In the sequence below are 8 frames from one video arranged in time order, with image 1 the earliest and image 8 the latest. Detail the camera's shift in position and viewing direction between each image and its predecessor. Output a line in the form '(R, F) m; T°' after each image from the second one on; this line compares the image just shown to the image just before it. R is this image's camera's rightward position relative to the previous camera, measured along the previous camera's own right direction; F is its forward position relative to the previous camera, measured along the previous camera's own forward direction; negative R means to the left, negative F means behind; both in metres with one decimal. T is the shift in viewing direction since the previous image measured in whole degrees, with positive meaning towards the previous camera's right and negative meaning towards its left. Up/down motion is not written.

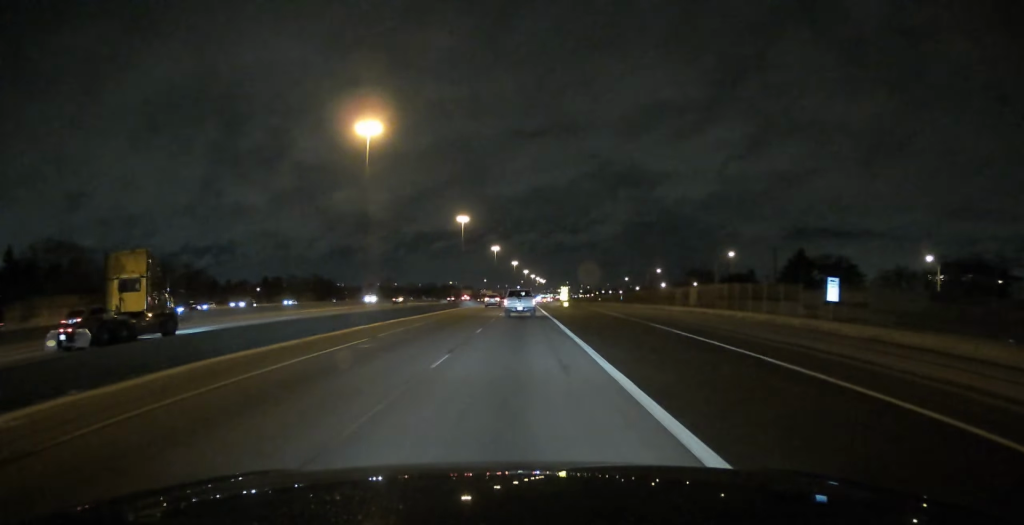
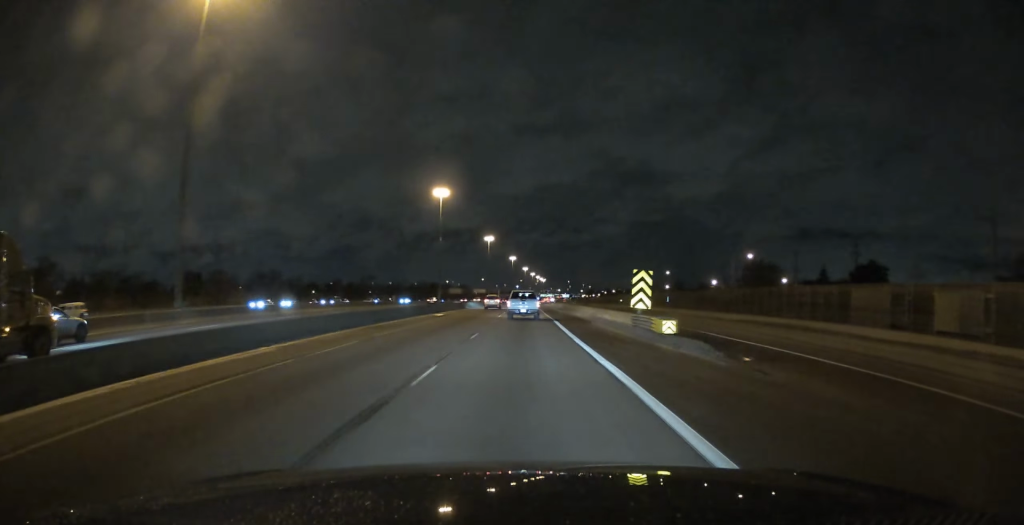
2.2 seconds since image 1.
(-0.1, +62.0) m; 0°
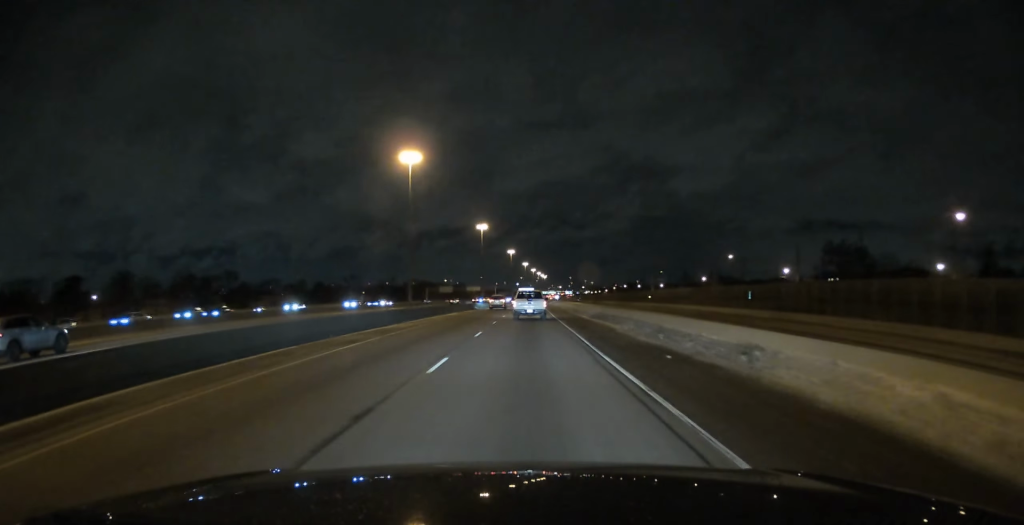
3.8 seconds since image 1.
(-0.2, +47.4) m; 0°
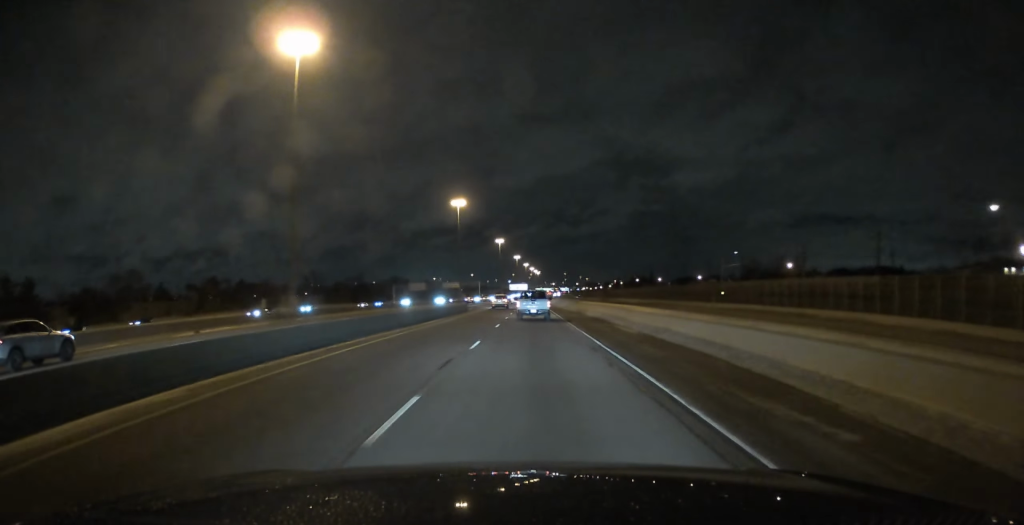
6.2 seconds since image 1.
(+0.6, +66.5) m; +1°
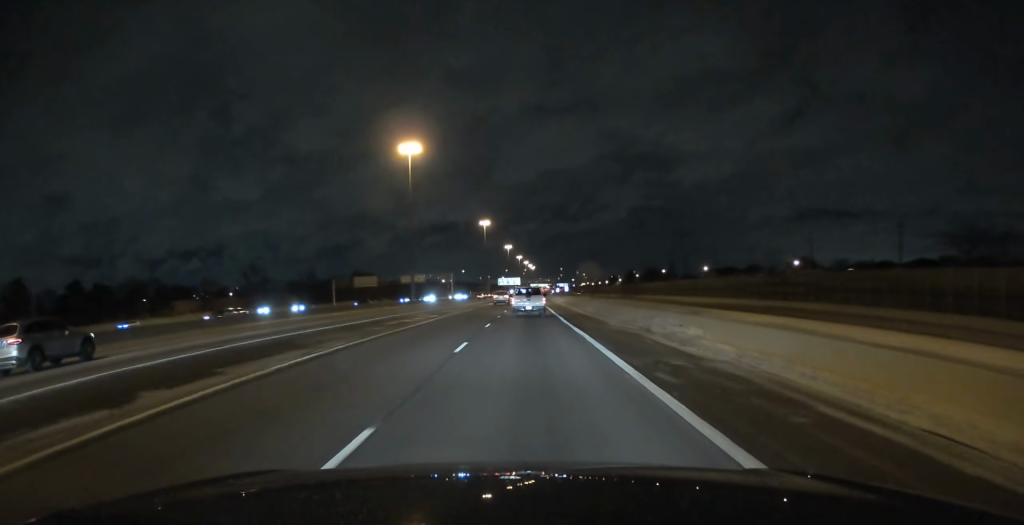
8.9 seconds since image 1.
(+0.5, +75.7) m; +1°
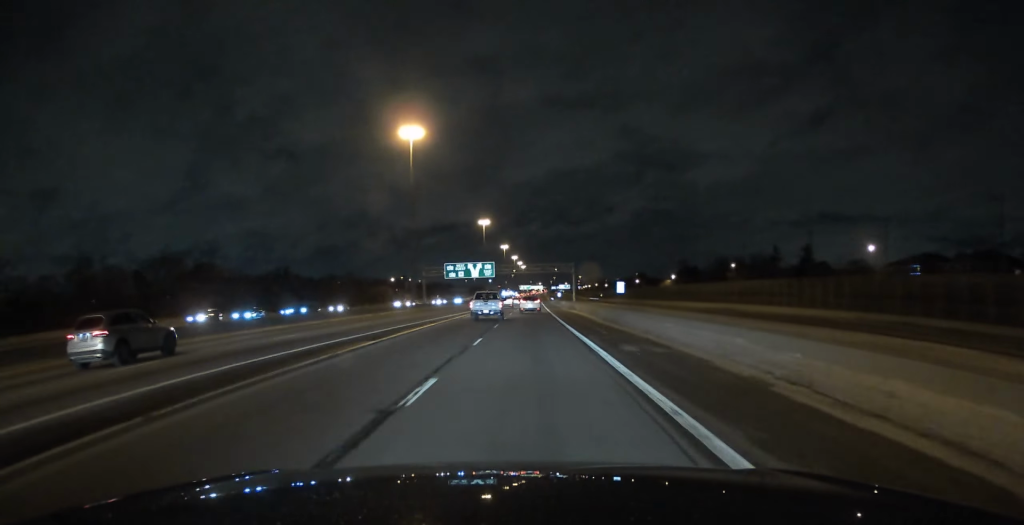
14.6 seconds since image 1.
(+0.8, +161.1) m; 0°
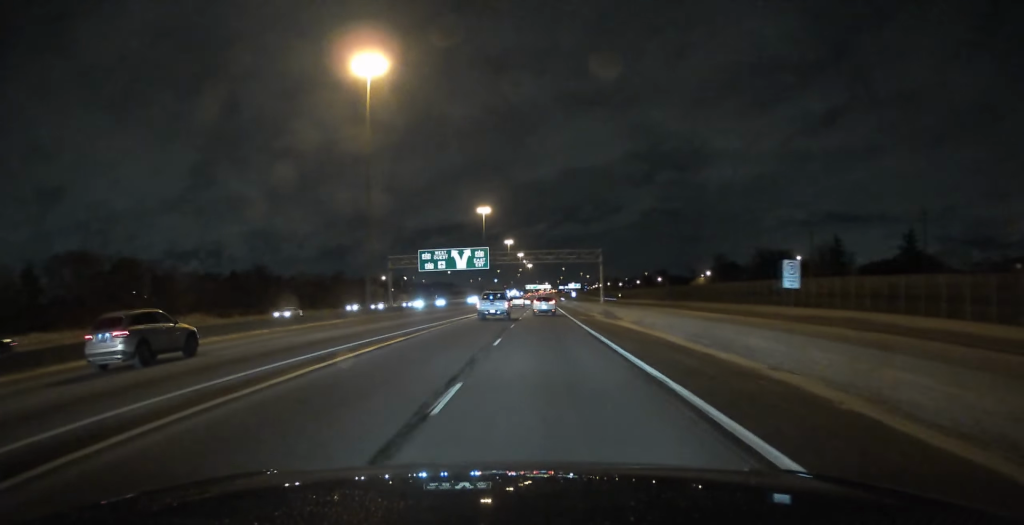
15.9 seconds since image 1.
(0.0, +36.6) m; 0°
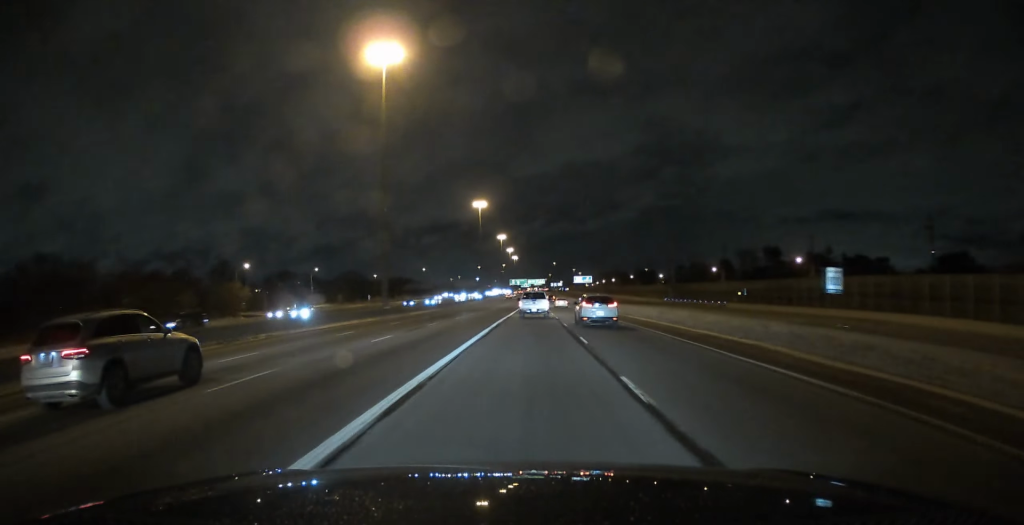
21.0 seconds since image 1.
(+0.5, +144.7) m; +1°
